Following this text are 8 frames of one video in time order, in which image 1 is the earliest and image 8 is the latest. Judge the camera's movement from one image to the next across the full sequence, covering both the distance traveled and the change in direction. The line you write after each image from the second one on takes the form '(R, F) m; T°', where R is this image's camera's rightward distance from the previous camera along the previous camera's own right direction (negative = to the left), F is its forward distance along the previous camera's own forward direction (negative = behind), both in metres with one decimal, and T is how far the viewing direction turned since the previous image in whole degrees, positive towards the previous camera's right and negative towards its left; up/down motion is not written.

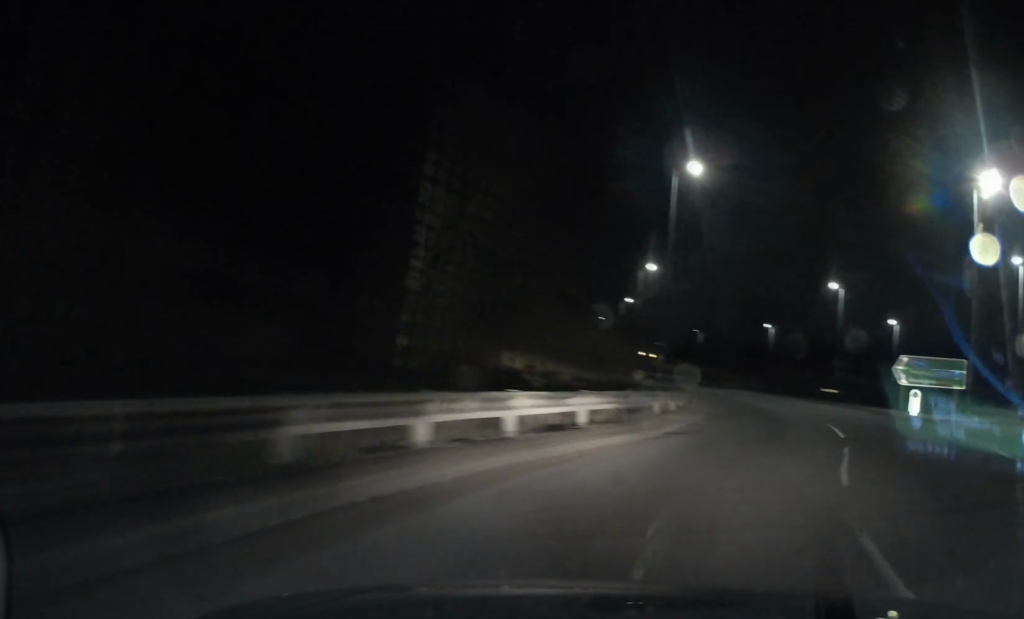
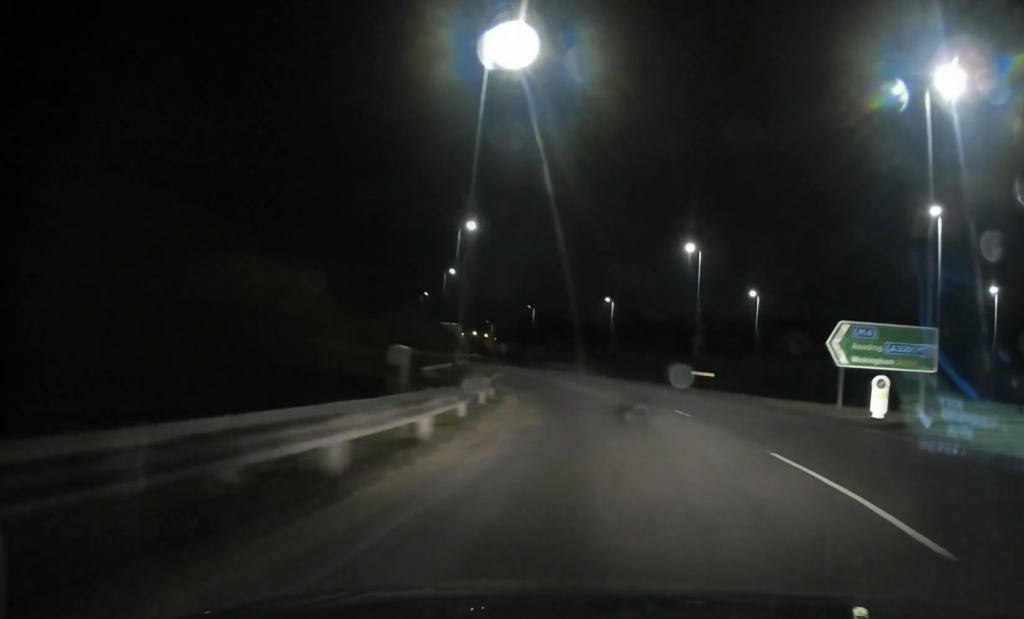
(+1.5, +12.7) m; +12°
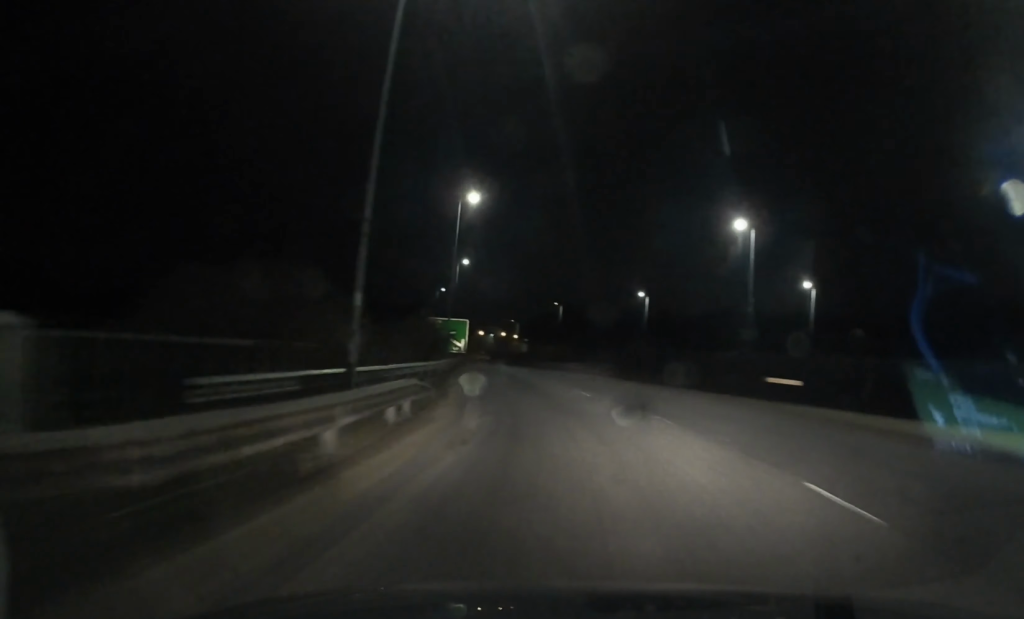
(+1.0, +11.3) m; +4°
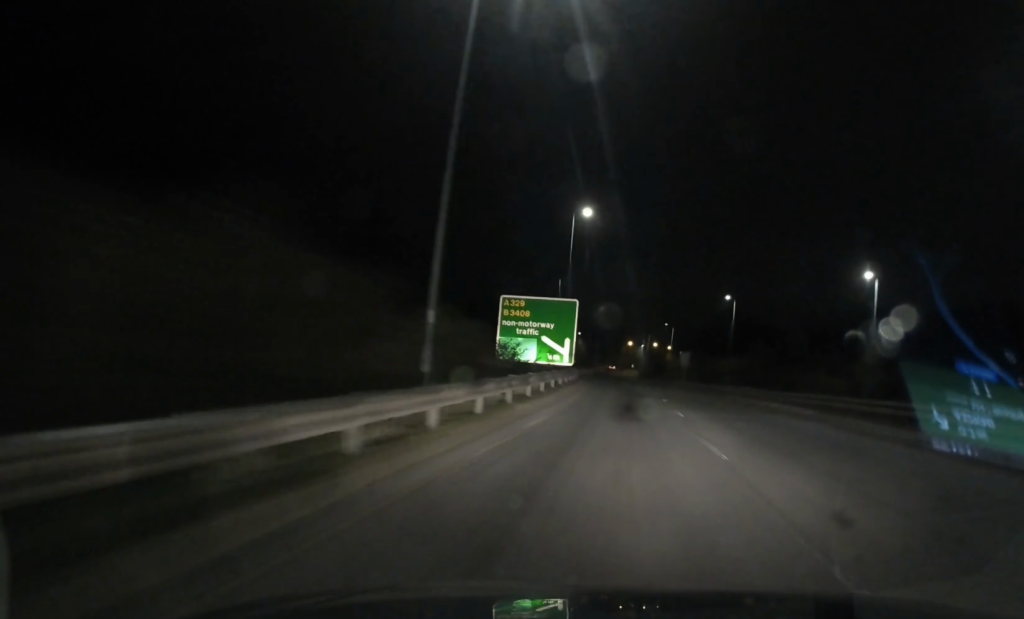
(-2.6, +37.3) m; -8°
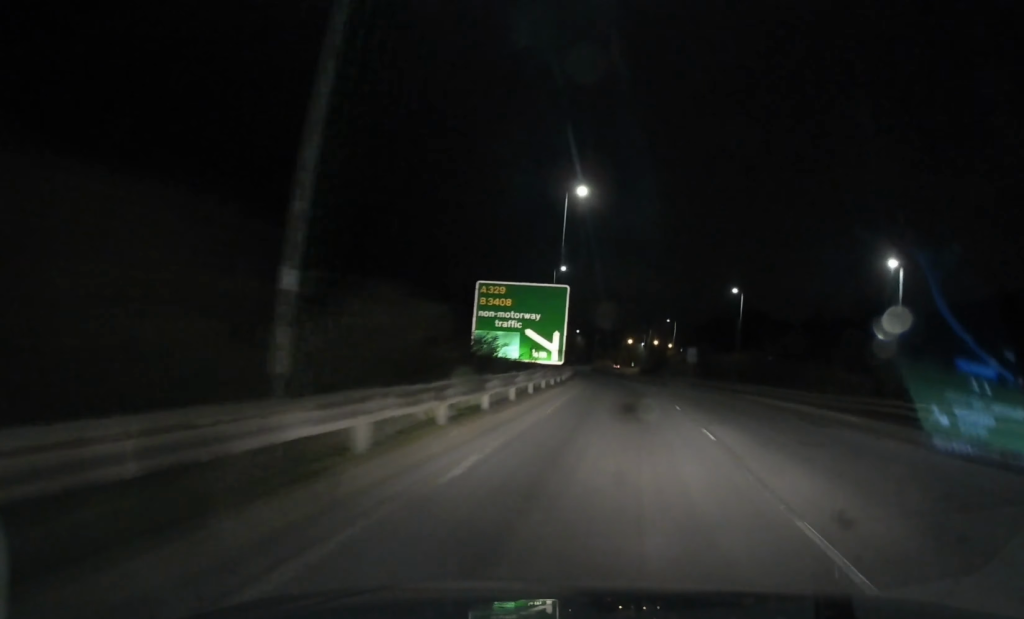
(0.0, +6.3) m; -1°
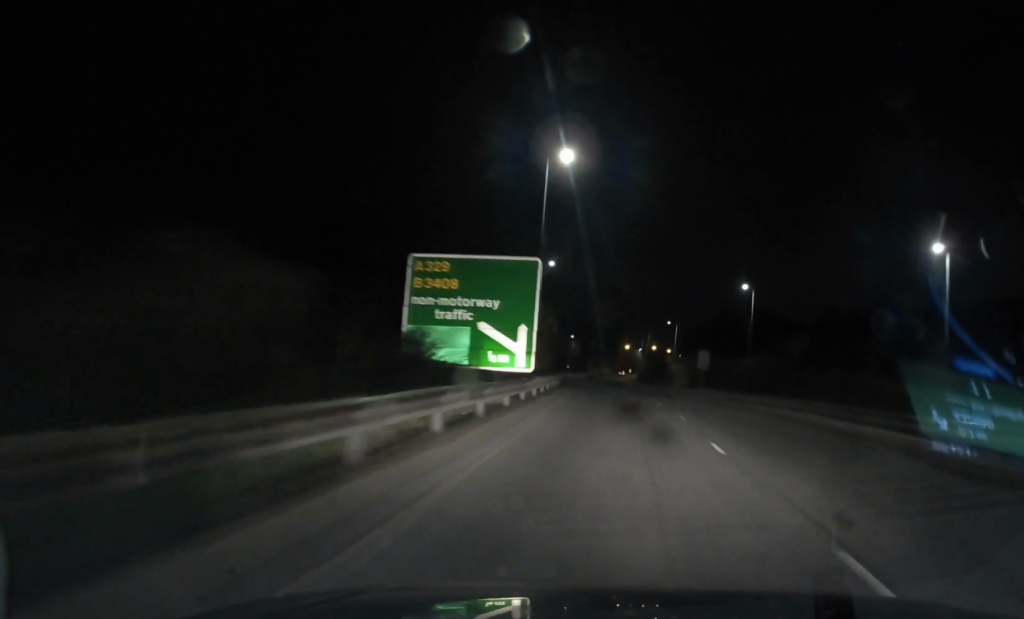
(0.0, +10.2) m; -1°
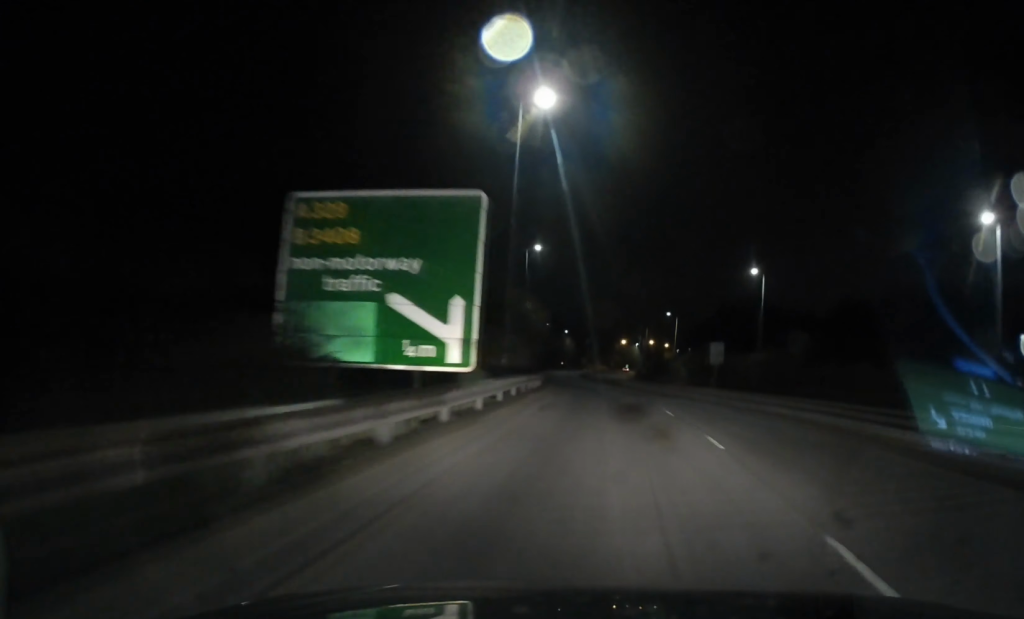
(-0.1, +8.1) m; -1°
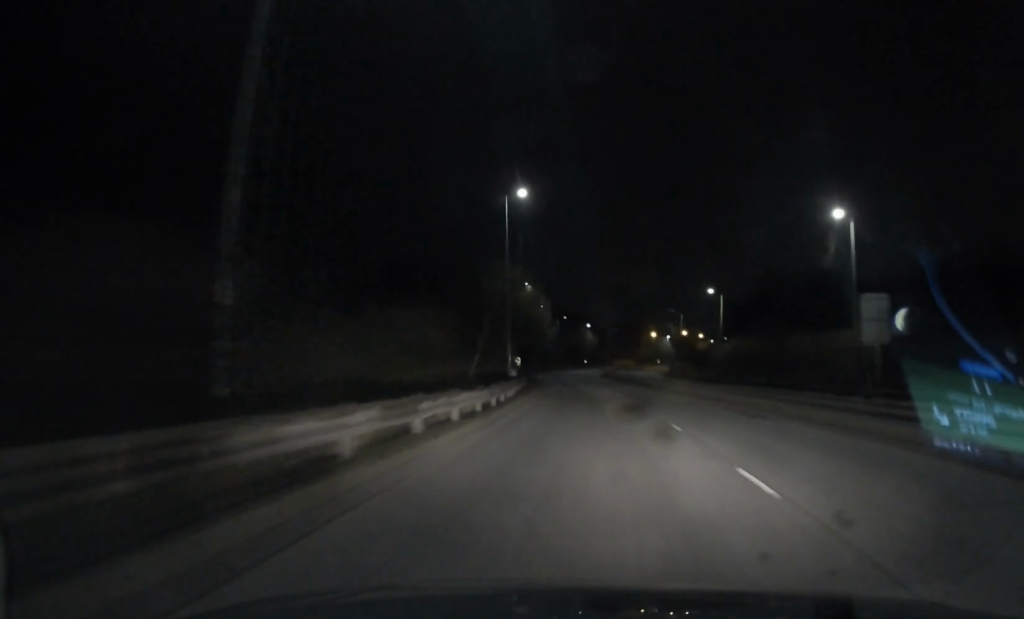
(-0.4, +22.8) m; -1°
